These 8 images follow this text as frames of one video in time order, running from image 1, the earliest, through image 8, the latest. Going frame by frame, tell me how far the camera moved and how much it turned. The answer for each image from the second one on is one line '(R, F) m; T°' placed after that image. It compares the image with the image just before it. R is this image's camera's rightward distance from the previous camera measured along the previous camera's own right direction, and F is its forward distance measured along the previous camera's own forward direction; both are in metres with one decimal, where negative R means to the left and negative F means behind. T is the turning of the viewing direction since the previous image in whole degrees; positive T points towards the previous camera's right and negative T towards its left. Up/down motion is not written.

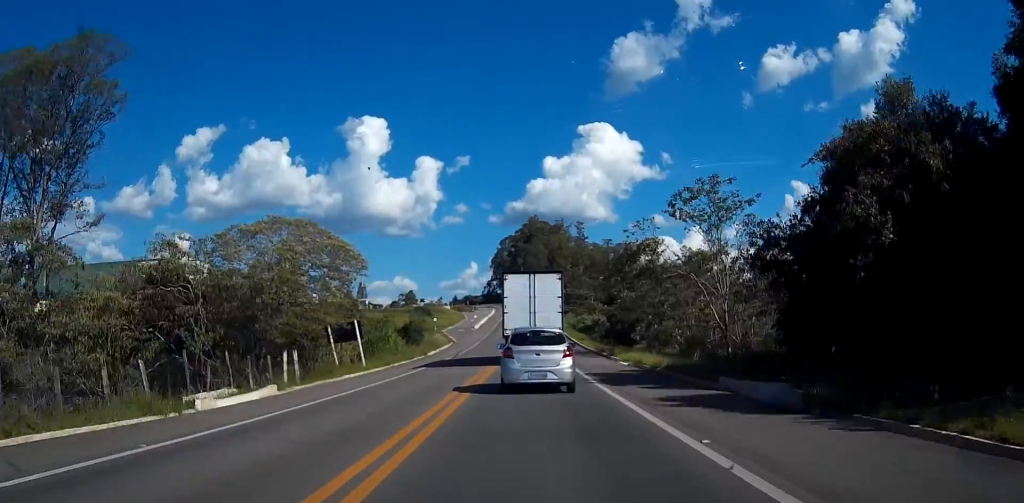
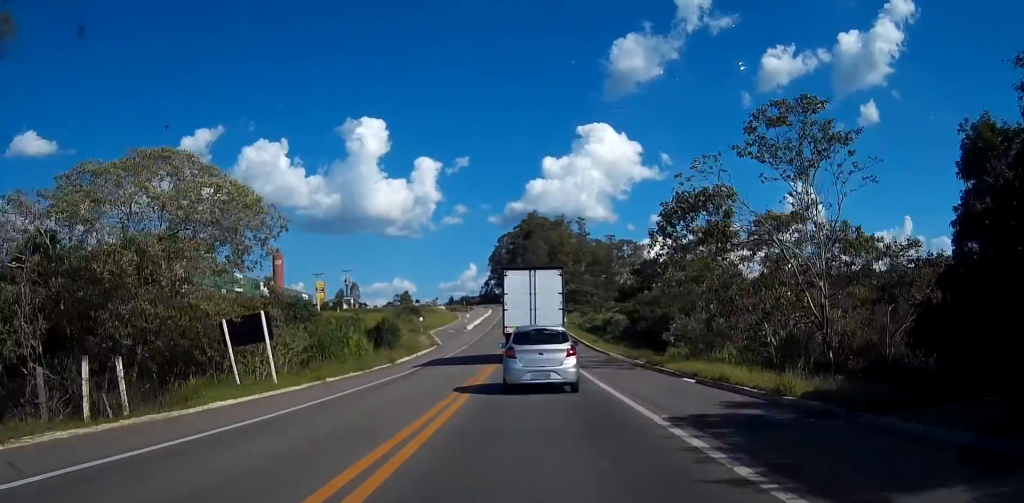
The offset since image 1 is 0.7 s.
(0.0, +14.2) m; 0°
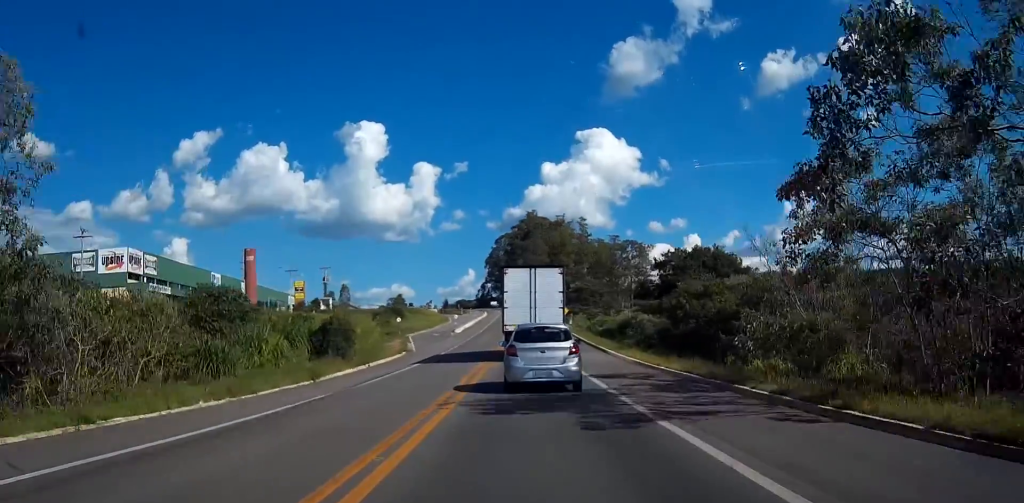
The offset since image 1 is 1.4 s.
(0.0, +16.5) m; 0°
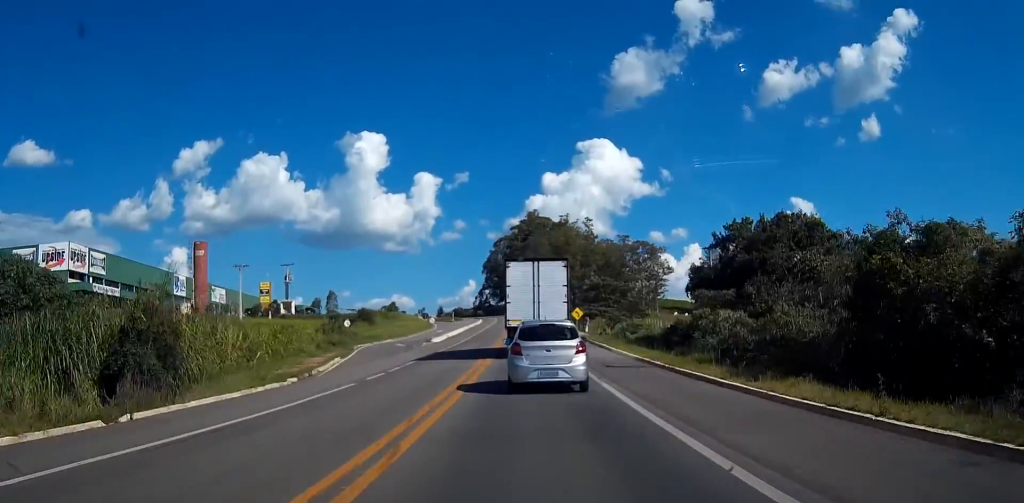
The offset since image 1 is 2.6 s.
(0.0, +24.6) m; 0°
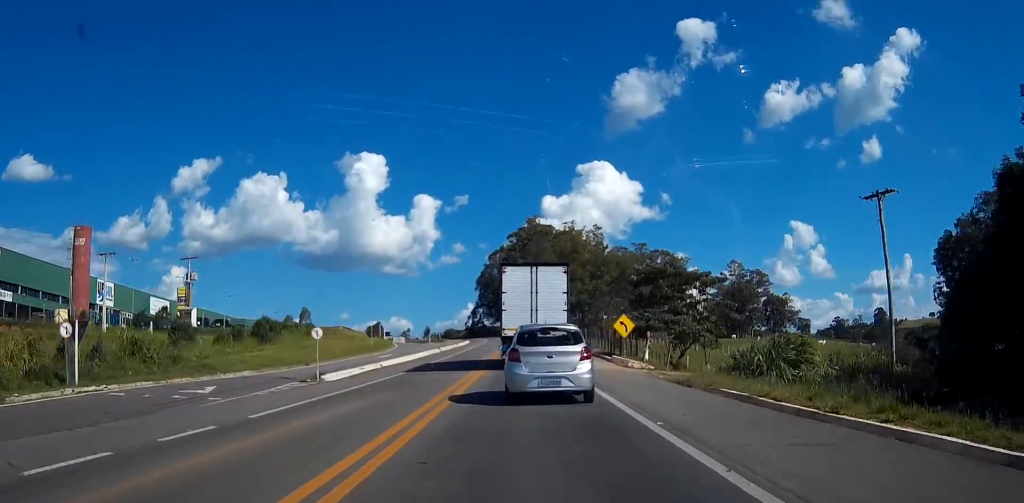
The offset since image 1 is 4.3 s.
(0.0, +37.6) m; 0°
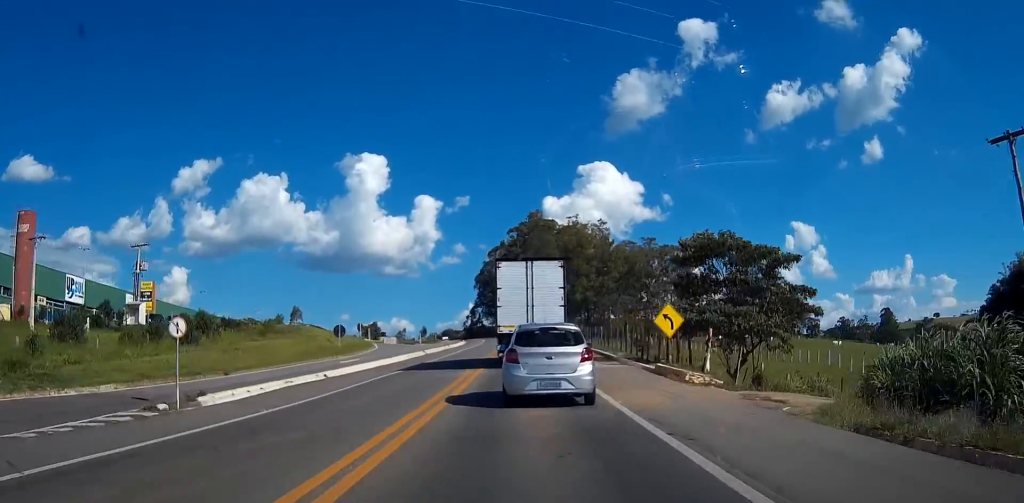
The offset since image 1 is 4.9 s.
(0.0, +13.0) m; 0°
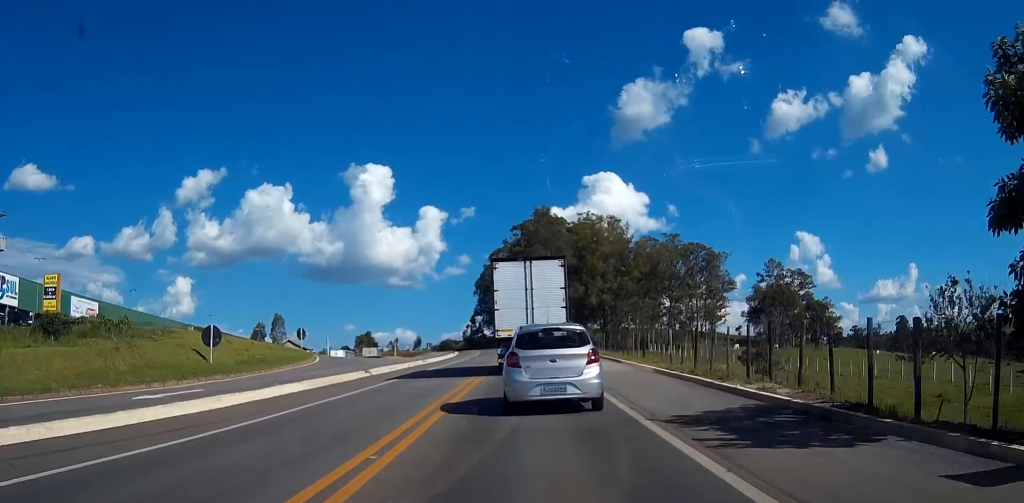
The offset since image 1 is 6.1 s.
(0.0, +25.5) m; 0°
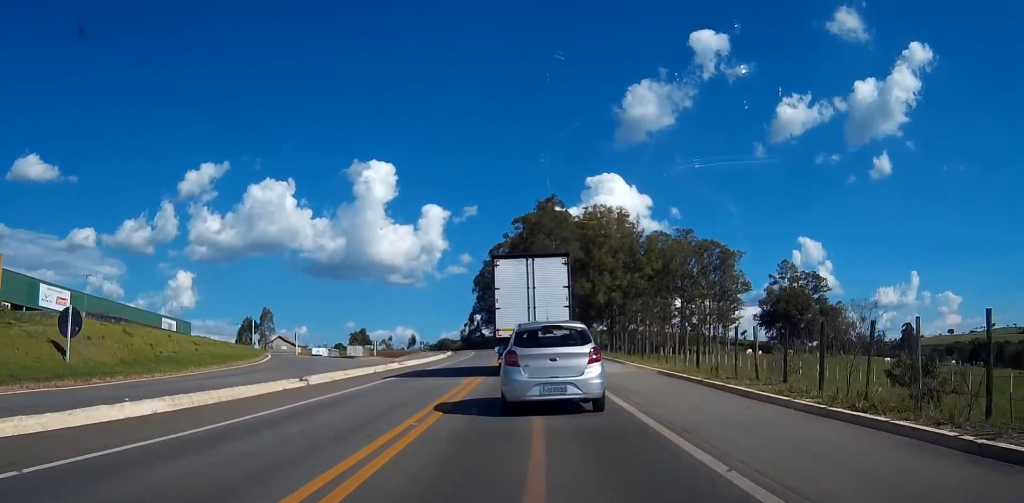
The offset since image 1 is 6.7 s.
(0.0, +11.8) m; 0°
